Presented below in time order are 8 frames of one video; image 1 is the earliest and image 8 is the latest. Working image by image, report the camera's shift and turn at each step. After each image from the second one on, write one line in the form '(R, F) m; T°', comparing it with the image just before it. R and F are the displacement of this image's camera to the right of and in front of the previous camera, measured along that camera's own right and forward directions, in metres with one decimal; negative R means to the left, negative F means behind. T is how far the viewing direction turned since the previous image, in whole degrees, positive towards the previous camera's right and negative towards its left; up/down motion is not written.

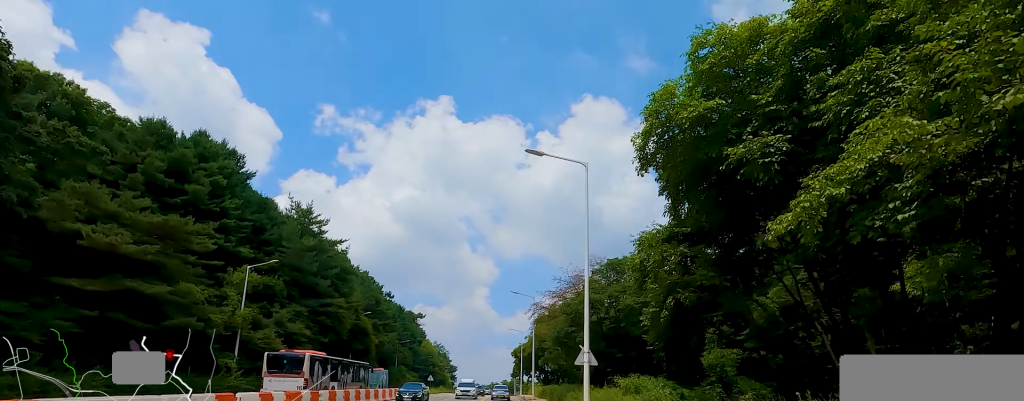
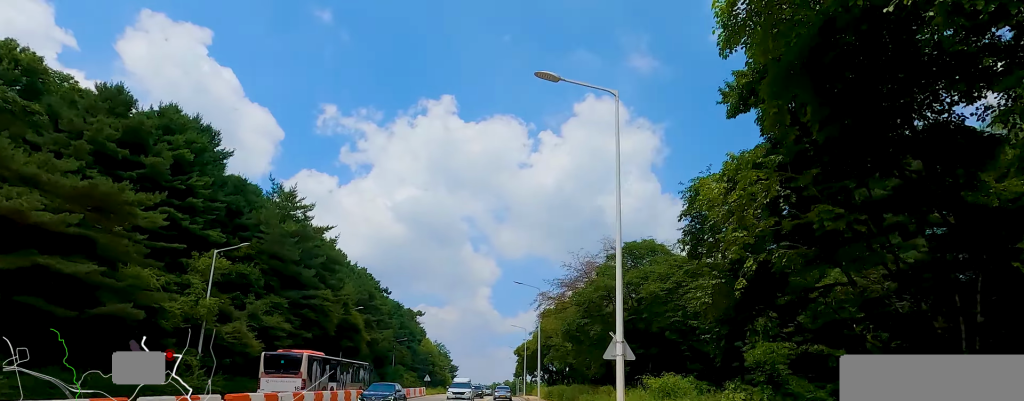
(+0.3, +5.3) m; 0°
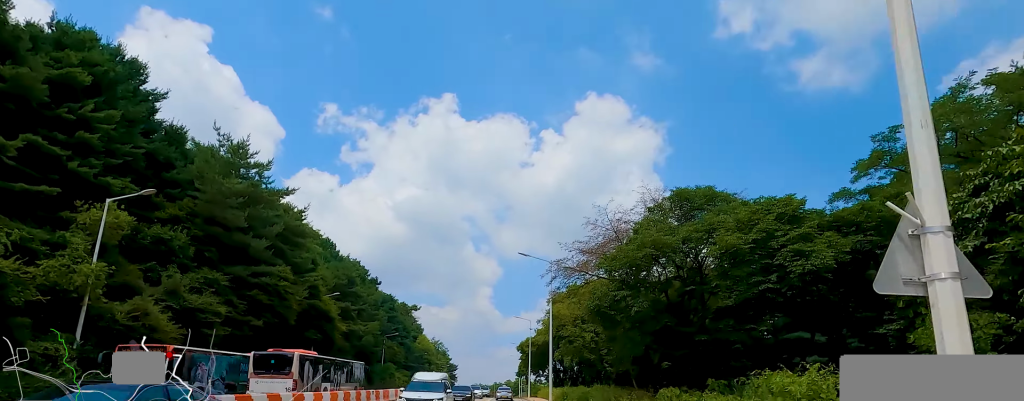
(+0.5, +10.3) m; -2°
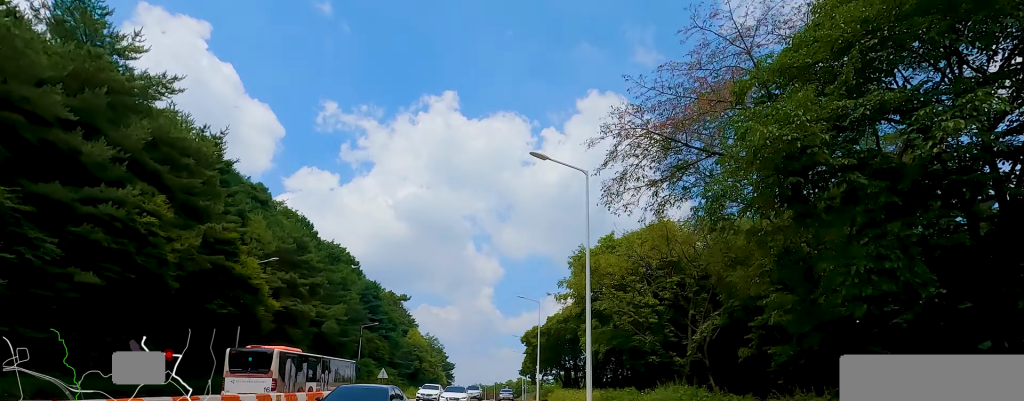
(-1.5, +15.7) m; 0°
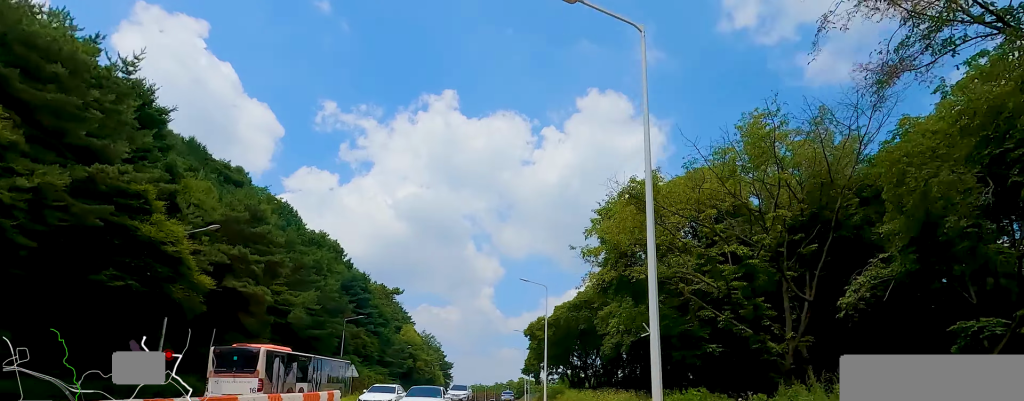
(+0.7, +8.5) m; +2°
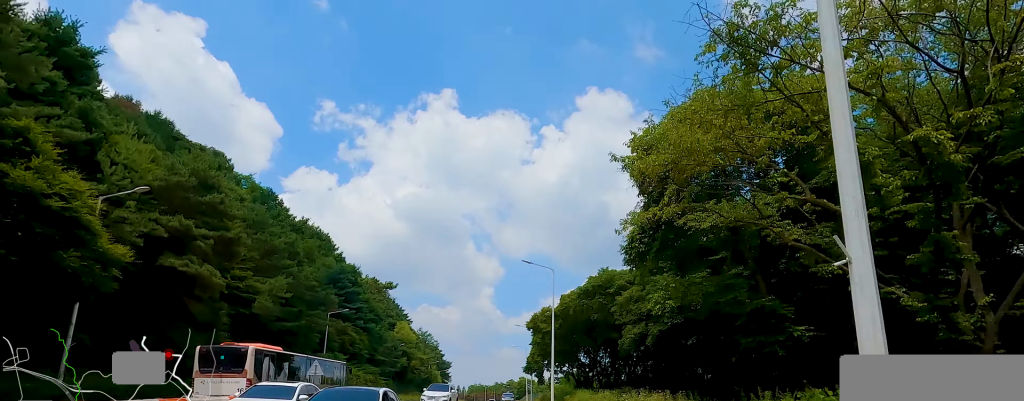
(+0.6, +6.3) m; 0°
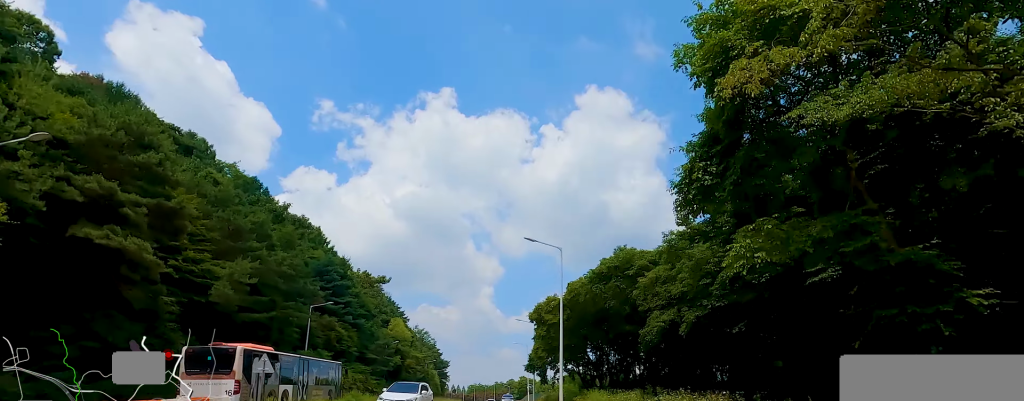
(-0.8, +5.7) m; 0°
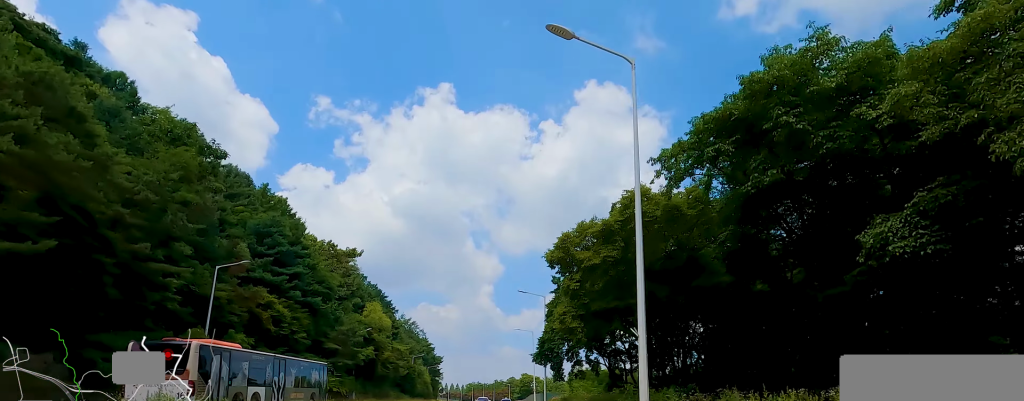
(+0.6, +18.6) m; 0°
